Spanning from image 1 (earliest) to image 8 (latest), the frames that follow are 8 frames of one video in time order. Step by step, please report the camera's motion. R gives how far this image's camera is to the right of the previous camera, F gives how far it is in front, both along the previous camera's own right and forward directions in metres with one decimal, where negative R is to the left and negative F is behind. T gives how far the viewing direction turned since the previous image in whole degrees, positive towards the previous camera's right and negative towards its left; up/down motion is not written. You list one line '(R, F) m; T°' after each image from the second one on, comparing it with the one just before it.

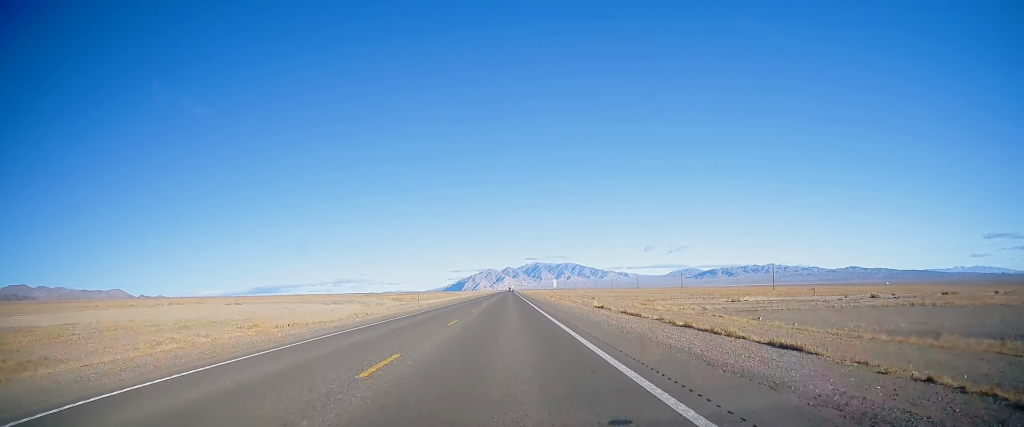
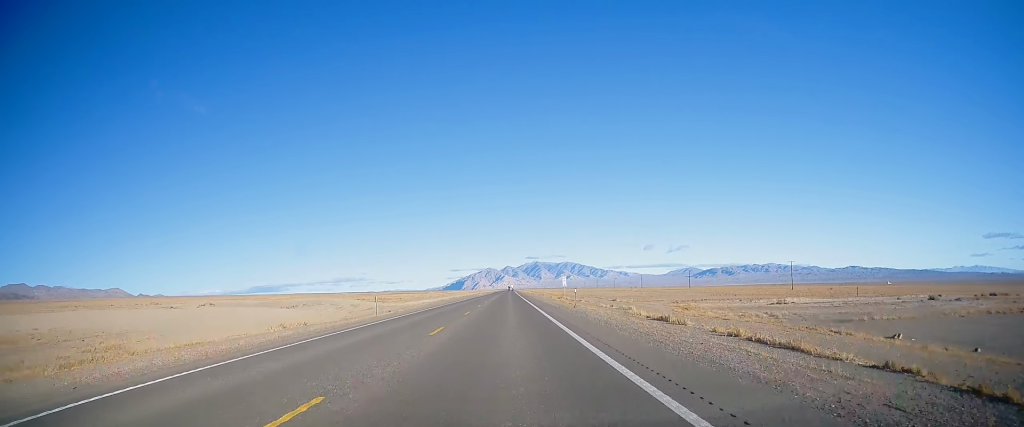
(+0.2, +16.5) m; 0°
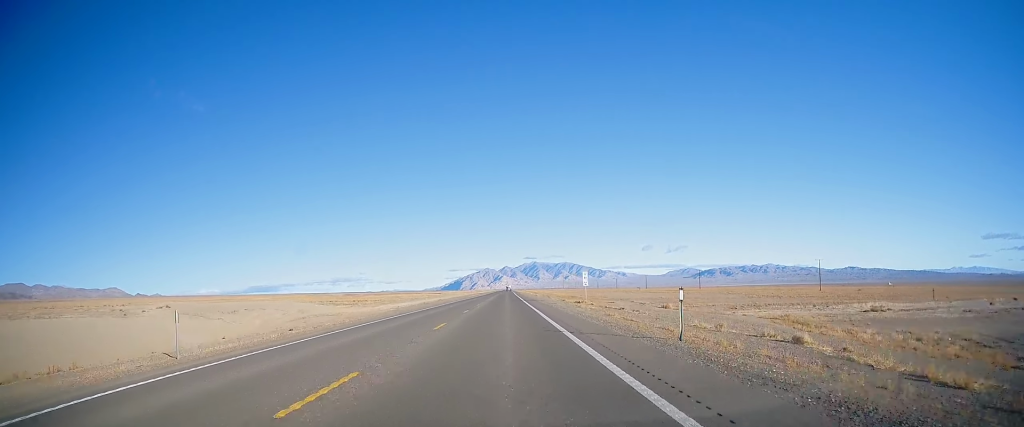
(+0.1, +22.1) m; 0°
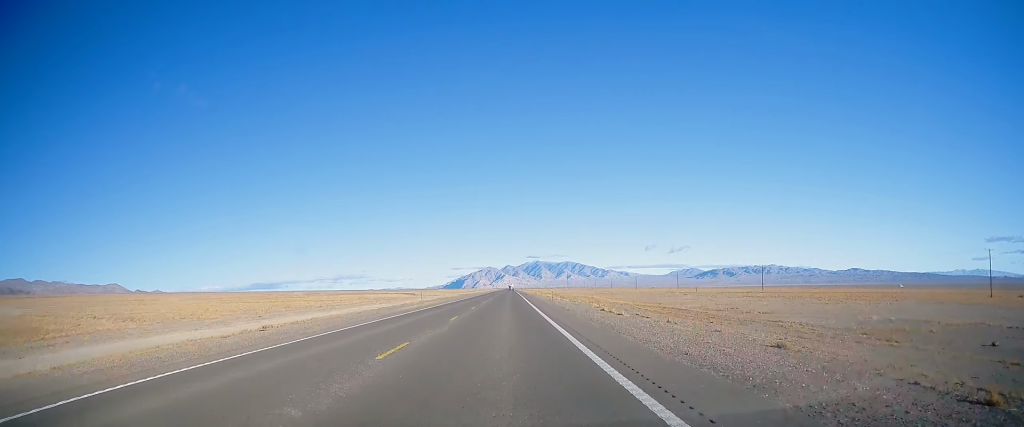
(-0.5, +80.4) m; -1°
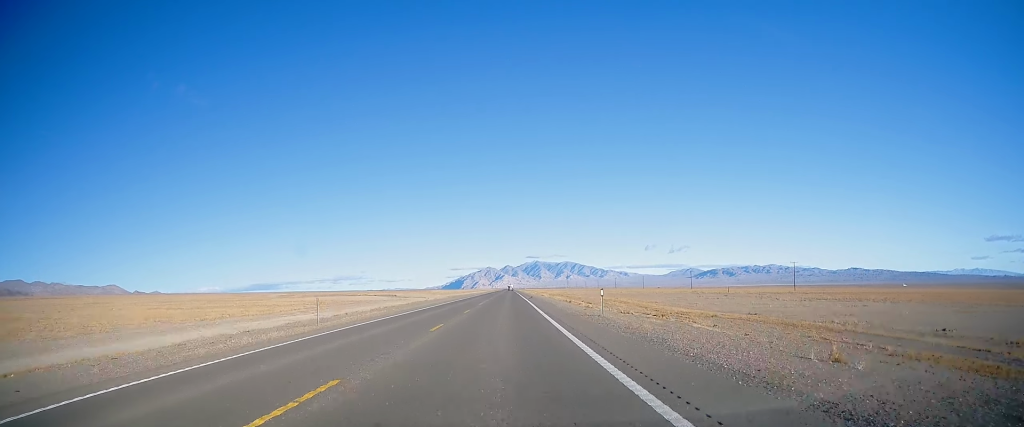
(0.0, +29.6) m; 0°
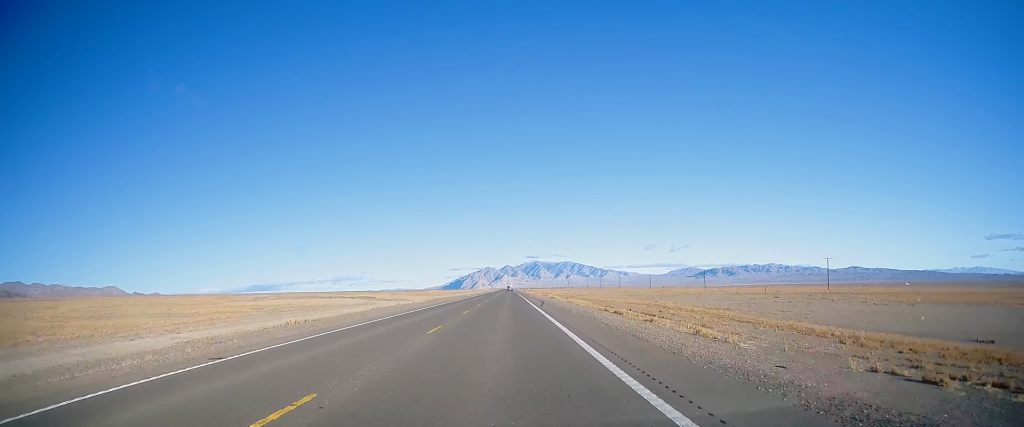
(0.0, +25.1) m; 0°
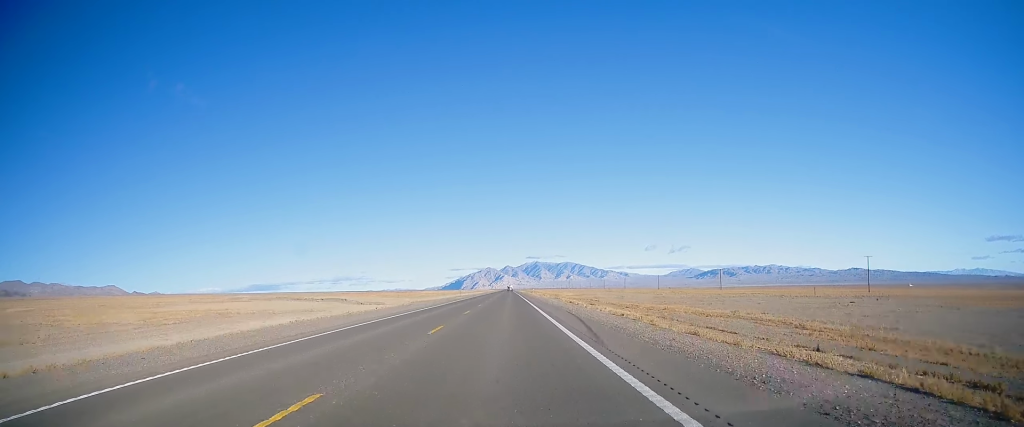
(-0.2, +24.1) m; 0°
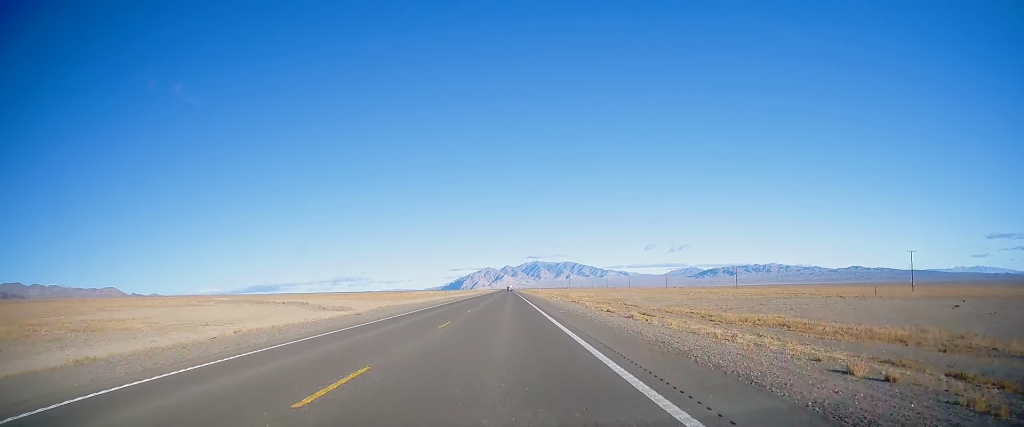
(+0.2, +21.7) m; 0°
